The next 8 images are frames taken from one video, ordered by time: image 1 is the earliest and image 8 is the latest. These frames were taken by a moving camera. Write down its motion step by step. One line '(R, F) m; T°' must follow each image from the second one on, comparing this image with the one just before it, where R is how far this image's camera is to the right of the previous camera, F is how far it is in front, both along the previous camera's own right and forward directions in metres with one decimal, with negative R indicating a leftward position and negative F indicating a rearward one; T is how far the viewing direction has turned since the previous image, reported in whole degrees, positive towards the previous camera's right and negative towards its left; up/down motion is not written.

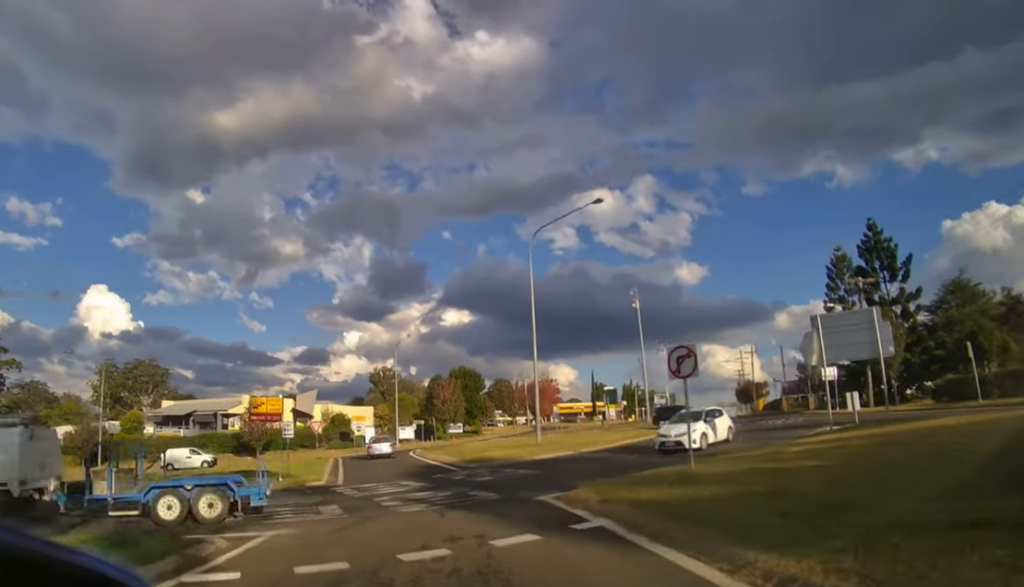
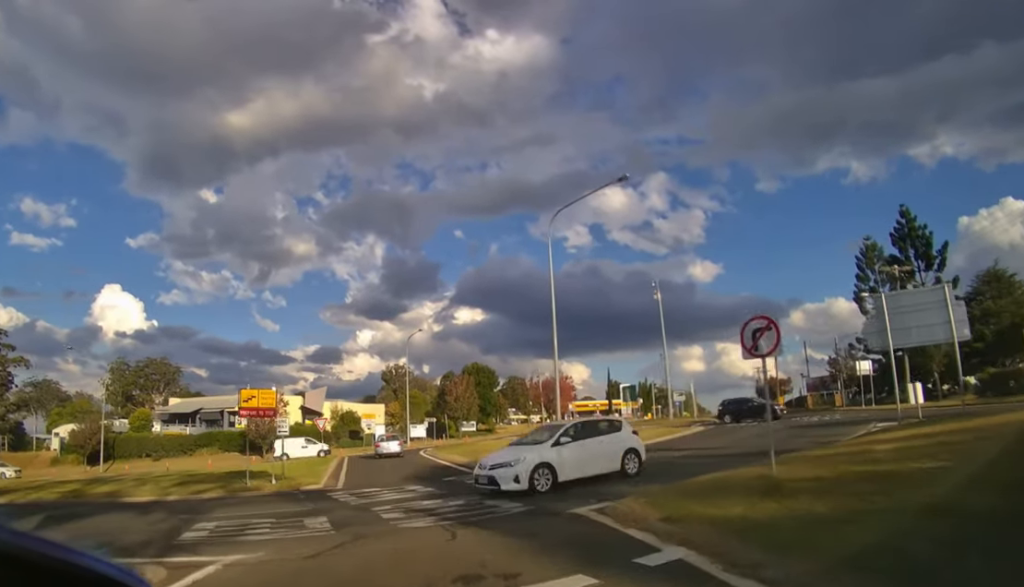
(-0.1, +2.7) m; -2°
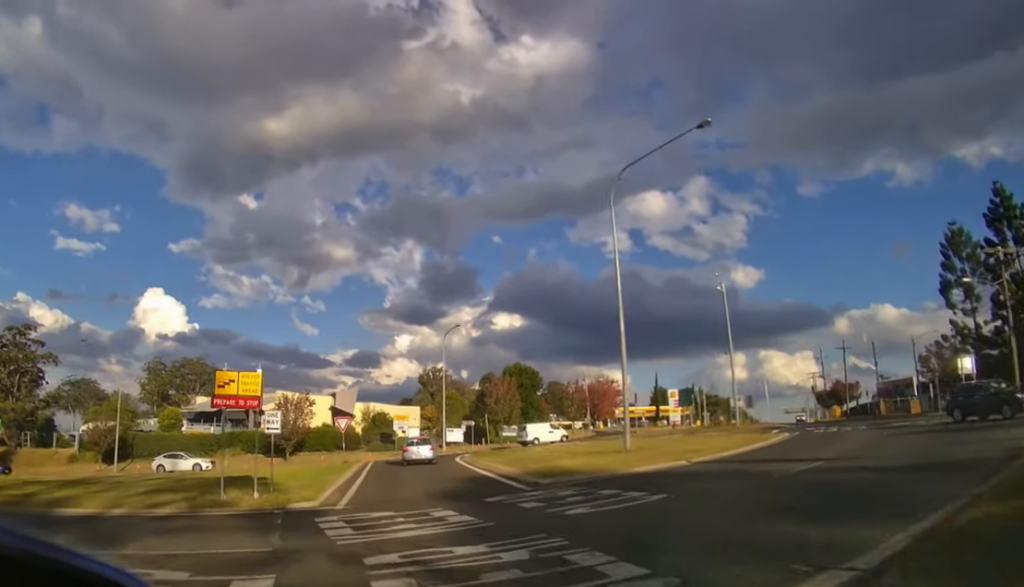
(-0.2, +4.9) m; -4°
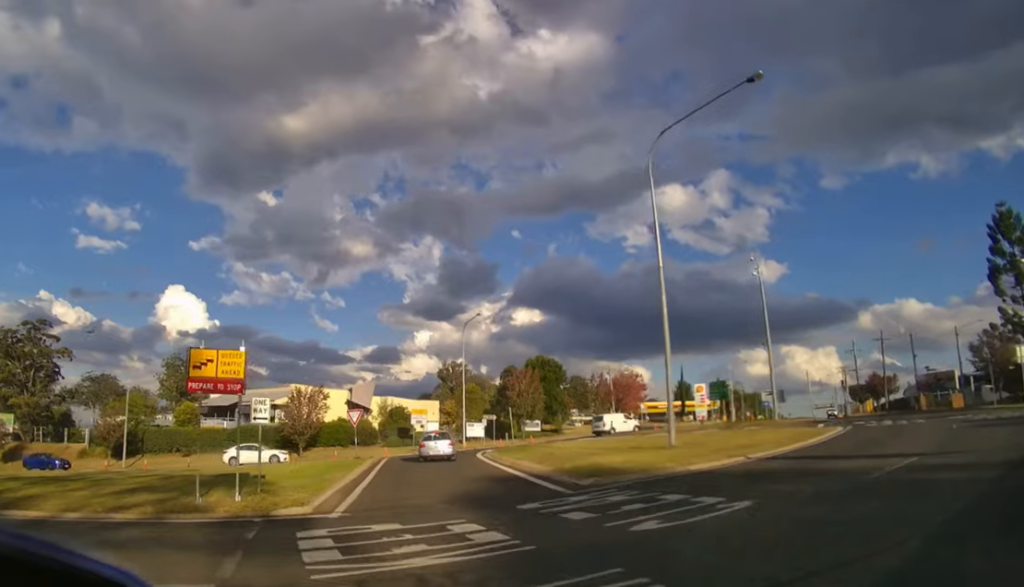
(0.0, +1.6) m; -1°
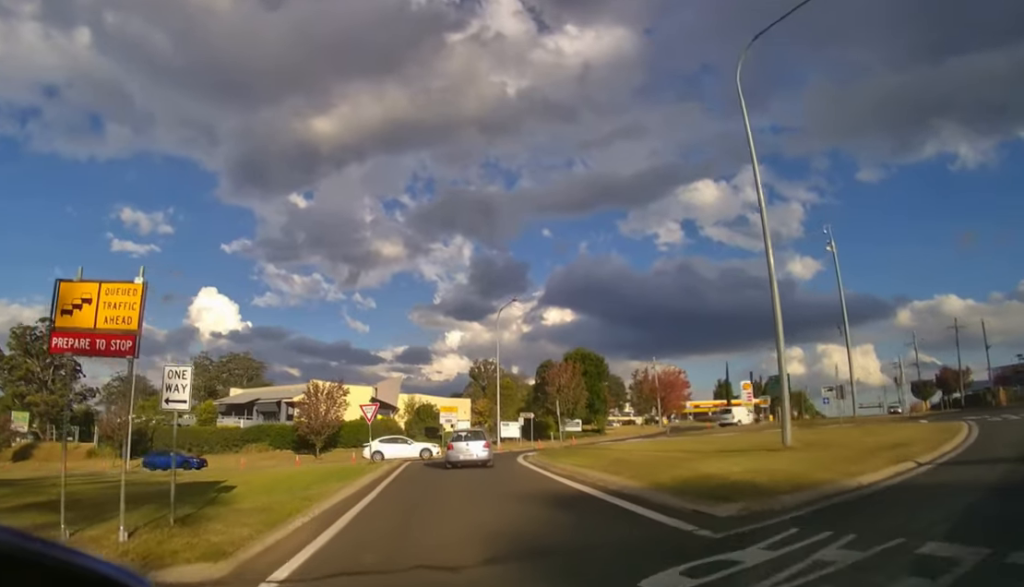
(0.0, +3.4) m; -2°
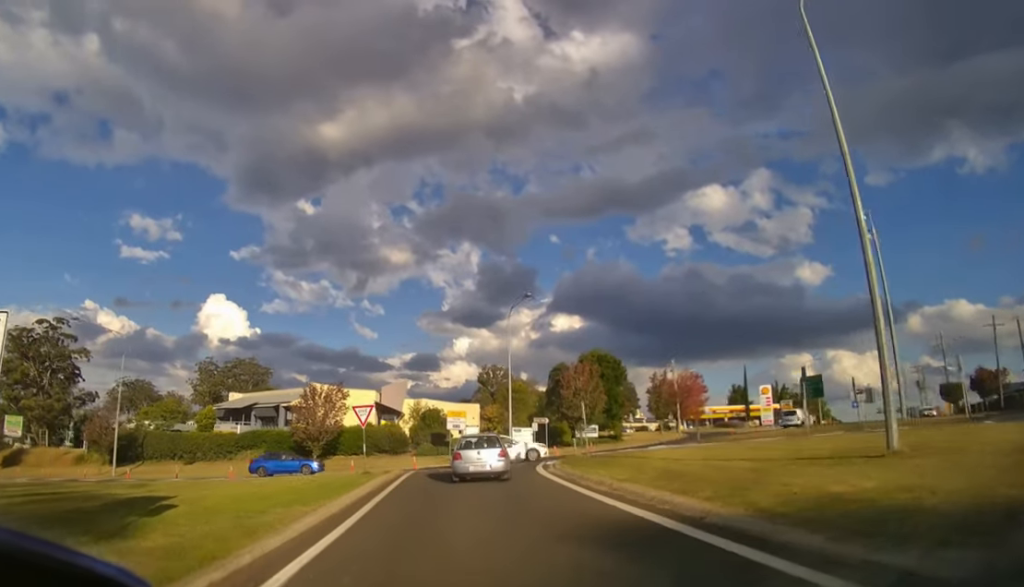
(-0.1, +3.2) m; -2°
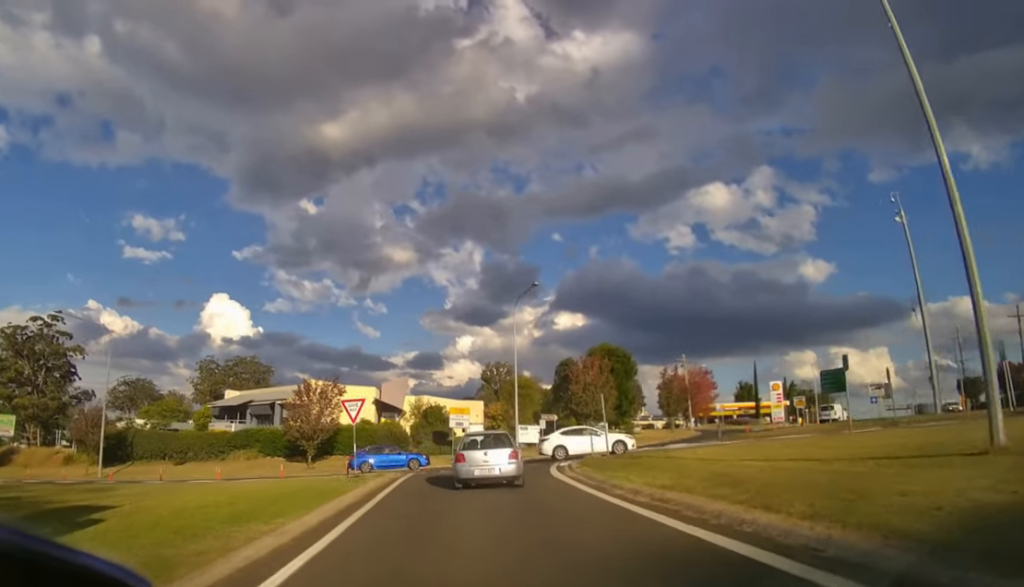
(0.0, +2.2) m; -1°
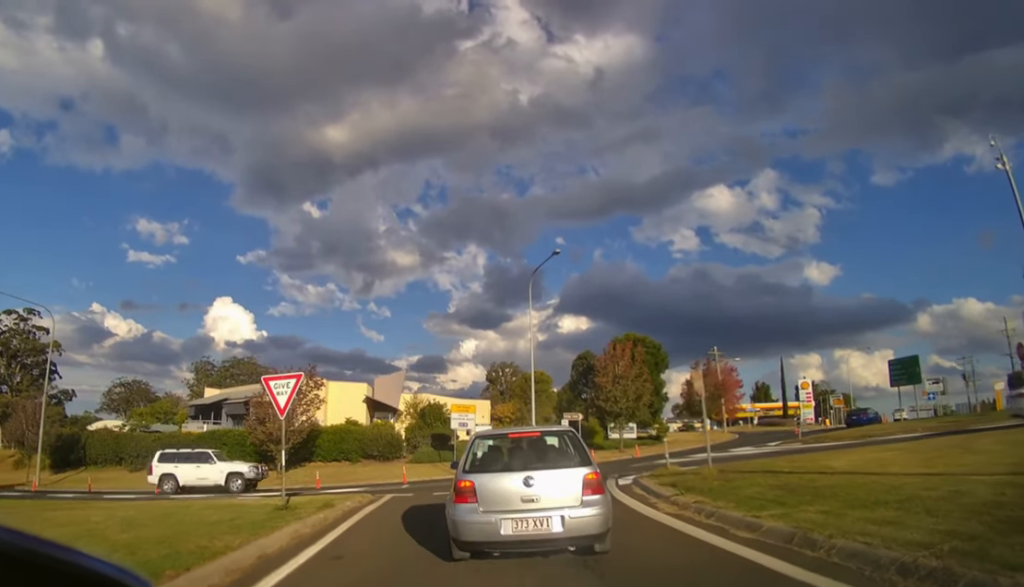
(-0.3, +8.8) m; -2°
